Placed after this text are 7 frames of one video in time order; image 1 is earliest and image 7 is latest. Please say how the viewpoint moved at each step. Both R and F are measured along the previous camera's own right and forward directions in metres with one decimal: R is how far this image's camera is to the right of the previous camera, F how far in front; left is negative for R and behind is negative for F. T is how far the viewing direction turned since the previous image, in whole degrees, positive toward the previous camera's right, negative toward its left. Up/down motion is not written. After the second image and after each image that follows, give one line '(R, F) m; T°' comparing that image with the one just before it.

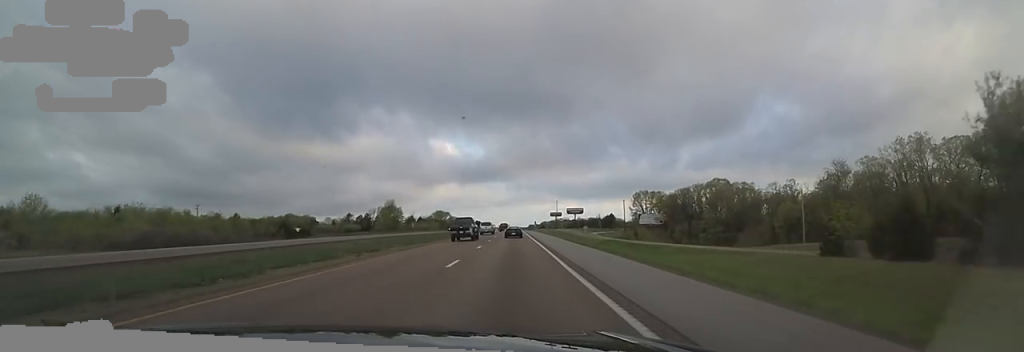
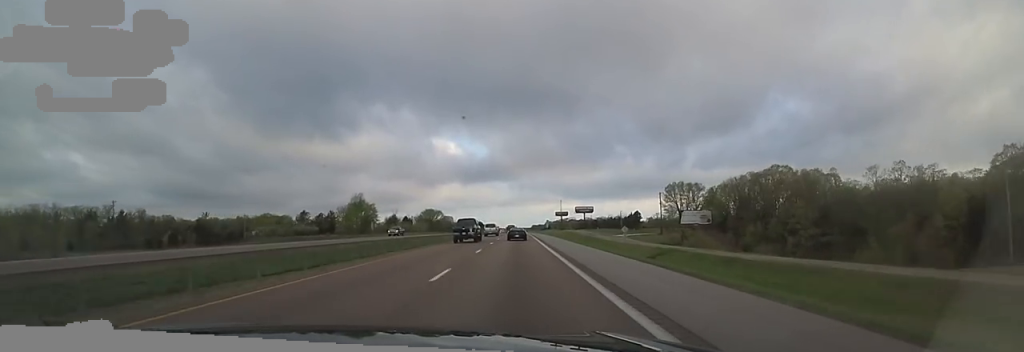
(+1.0, +40.3) m; +2°
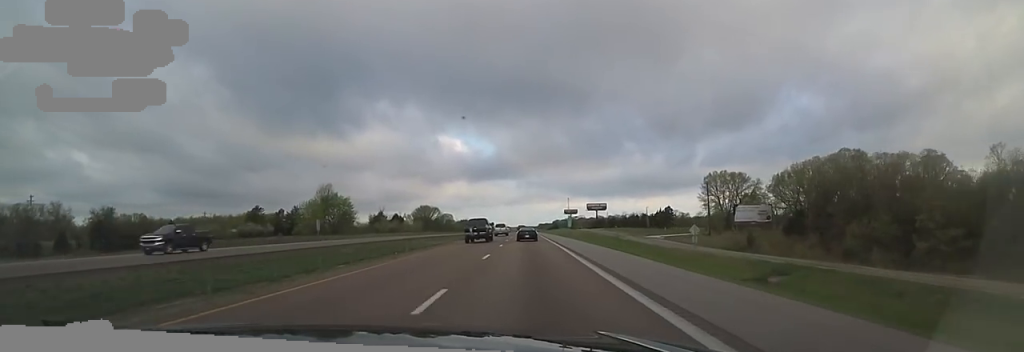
(+0.3, +29.5) m; -1°
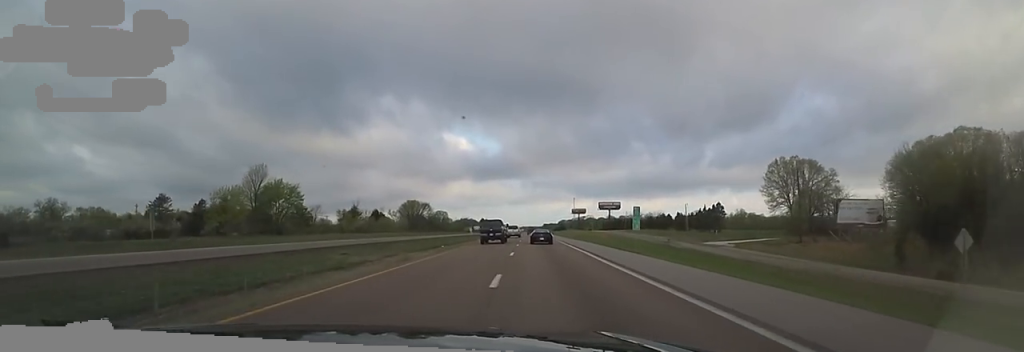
(-0.9, +33.7) m; -1°
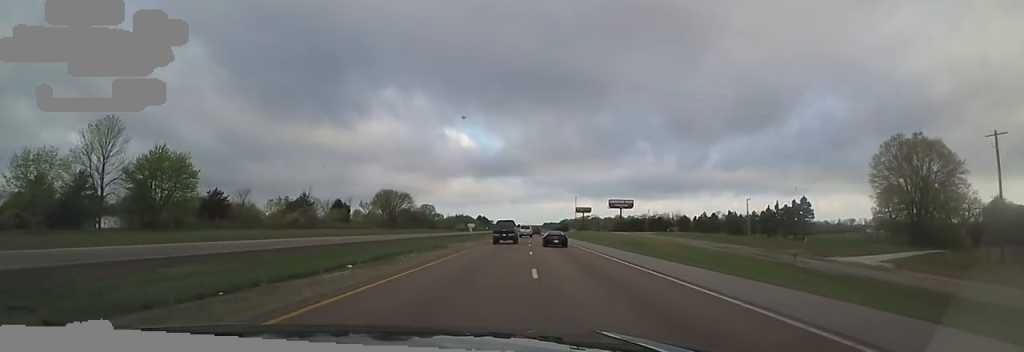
(+0.4, +35.6) m; 0°
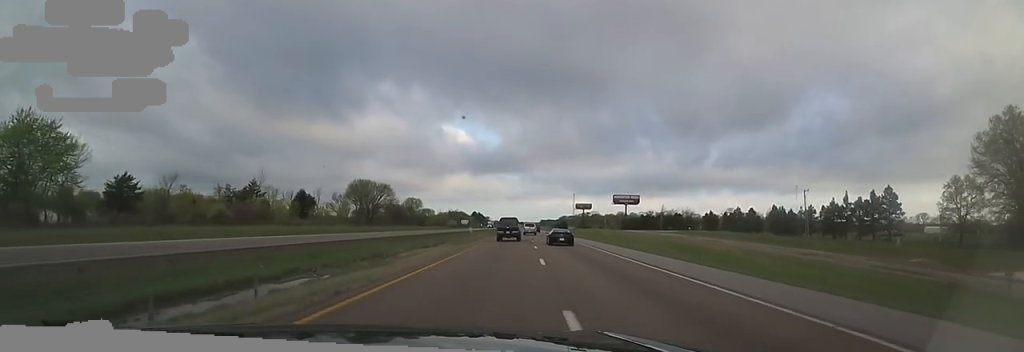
(-0.4, +21.0) m; 0°
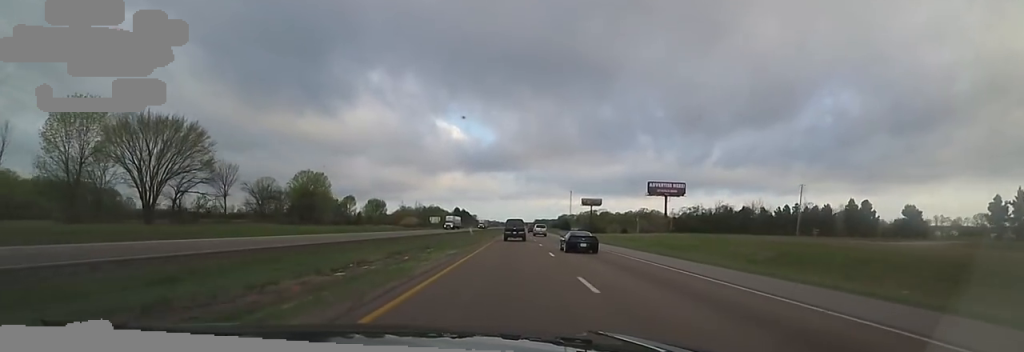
(+0.1, +80.2) m; 0°
